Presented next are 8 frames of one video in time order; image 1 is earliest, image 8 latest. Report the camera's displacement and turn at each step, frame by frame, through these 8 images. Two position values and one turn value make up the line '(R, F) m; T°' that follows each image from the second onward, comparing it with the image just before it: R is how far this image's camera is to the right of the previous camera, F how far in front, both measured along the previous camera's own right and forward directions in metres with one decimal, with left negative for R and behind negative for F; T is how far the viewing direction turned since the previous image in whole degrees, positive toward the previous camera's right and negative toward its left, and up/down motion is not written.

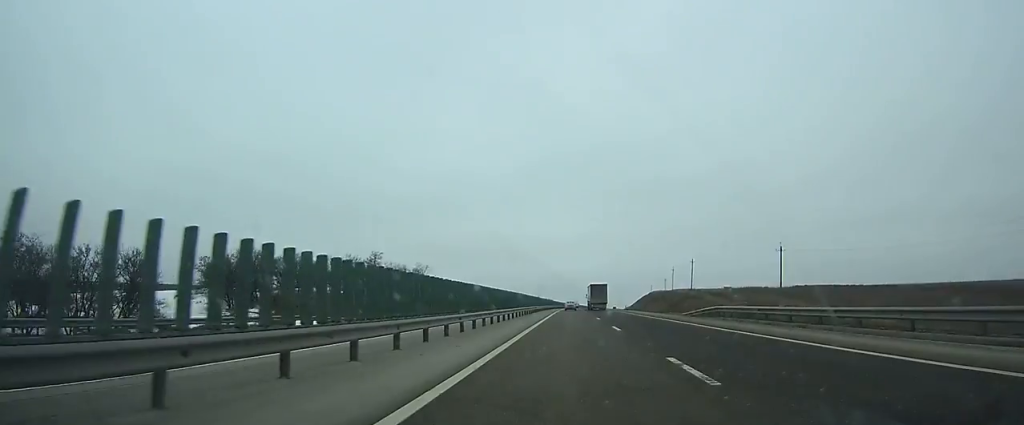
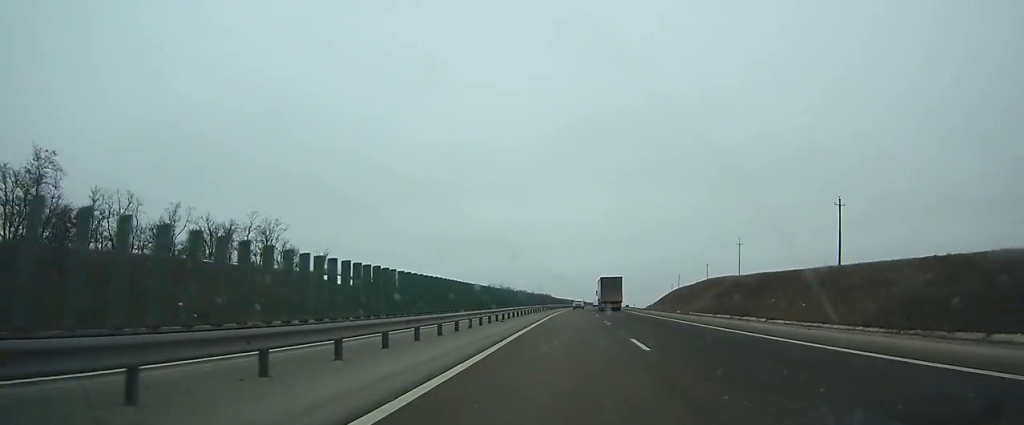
(+0.3, +90.8) m; +1°
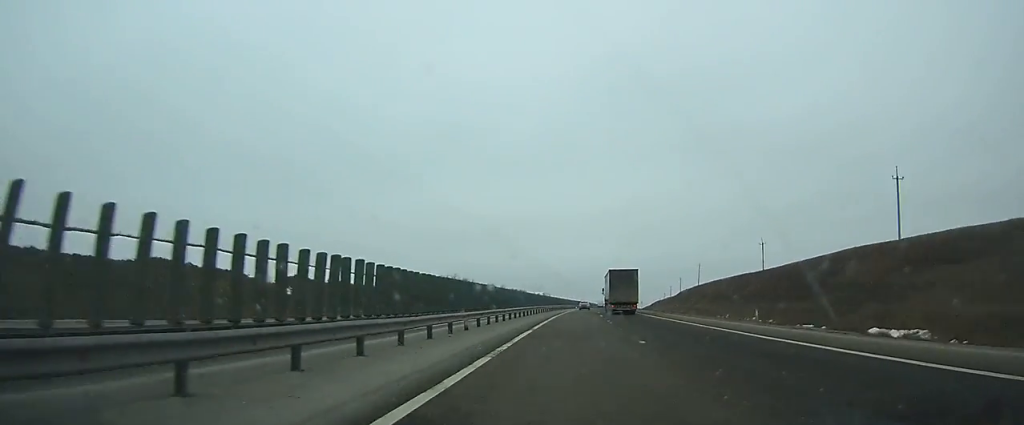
(+0.6, +77.3) m; +2°
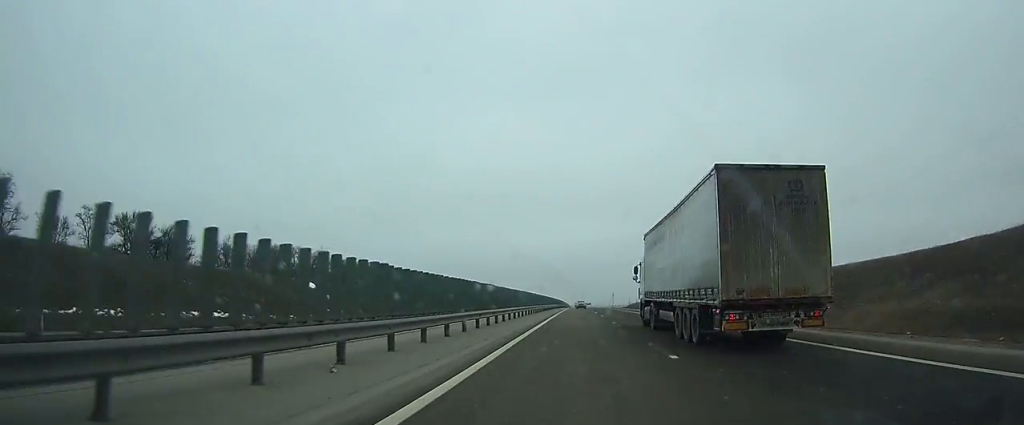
(+7.7, +182.5) m; +4°
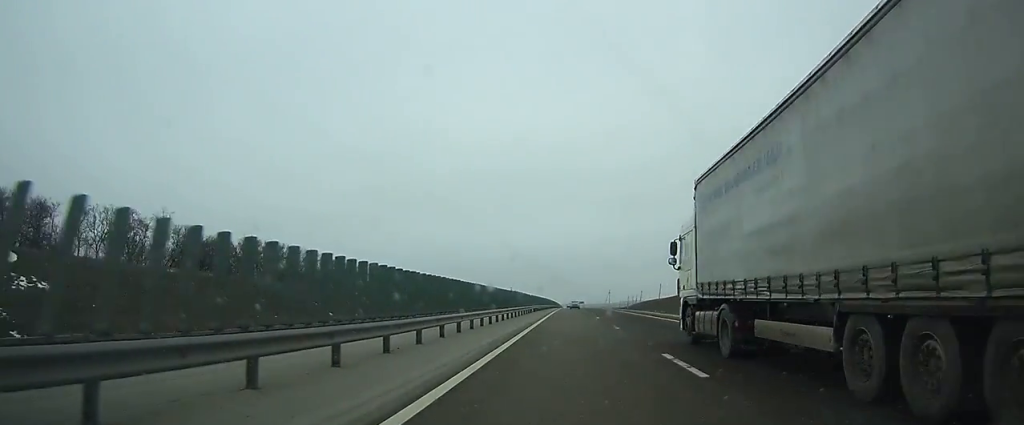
(+0.3, +51.1) m; 0°
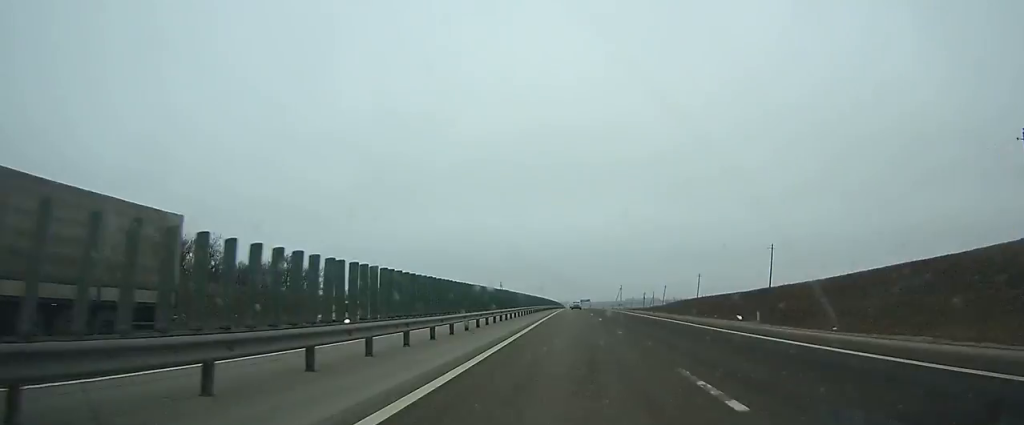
(-0.1, +67.1) m; 0°
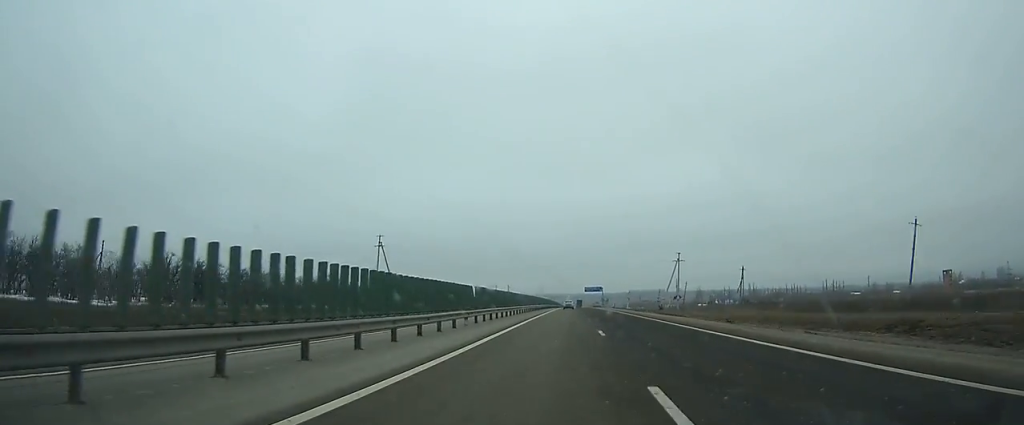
(+0.1, +180.2) m; 0°
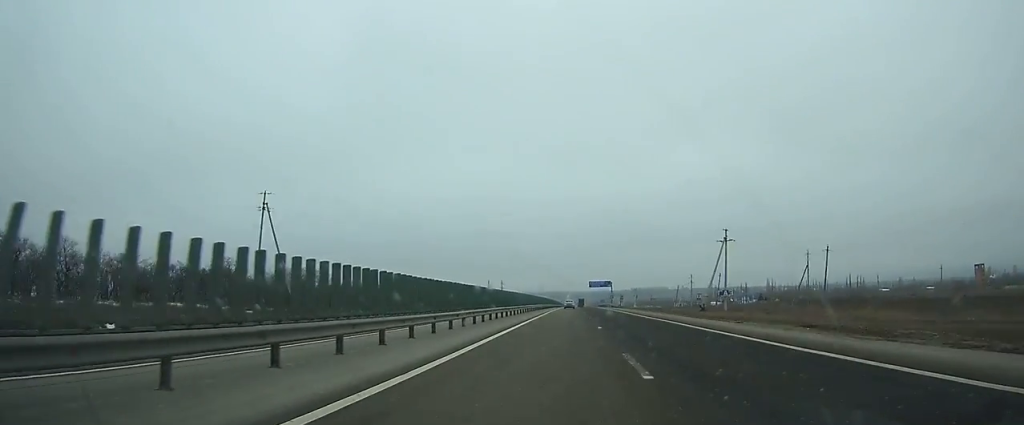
(0.0, +43.5) m; 0°
